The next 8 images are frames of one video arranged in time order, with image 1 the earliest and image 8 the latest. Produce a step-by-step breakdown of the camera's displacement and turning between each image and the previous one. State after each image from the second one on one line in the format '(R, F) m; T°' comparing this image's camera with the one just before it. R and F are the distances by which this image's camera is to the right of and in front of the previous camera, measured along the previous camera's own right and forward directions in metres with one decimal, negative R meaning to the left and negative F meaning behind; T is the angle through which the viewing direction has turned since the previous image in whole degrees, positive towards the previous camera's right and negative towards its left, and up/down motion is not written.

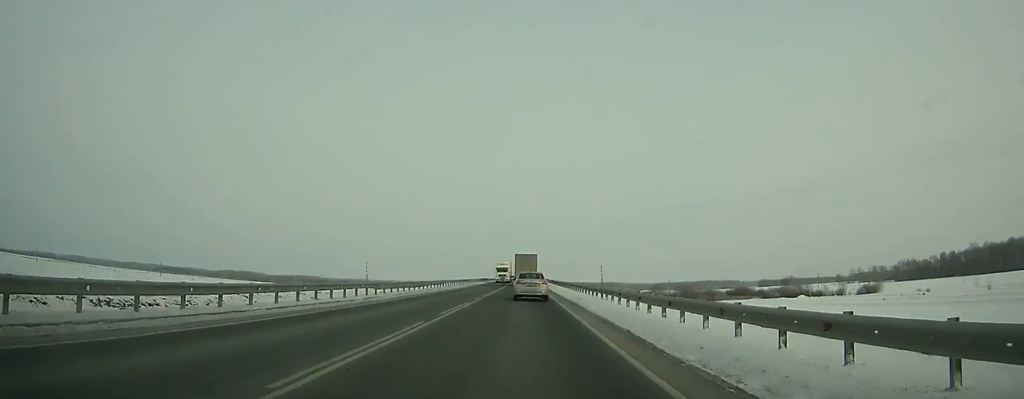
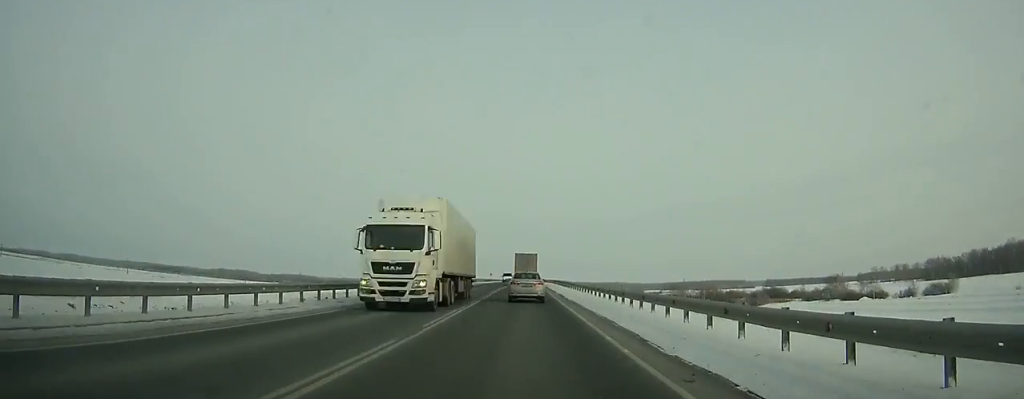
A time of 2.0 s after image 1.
(0.0, +40.2) m; 0°
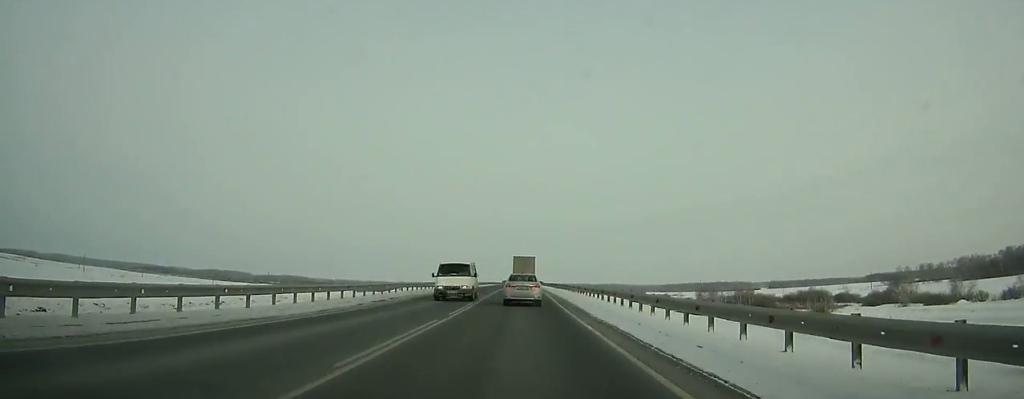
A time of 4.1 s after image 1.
(+0.3, +41.8) m; 0°
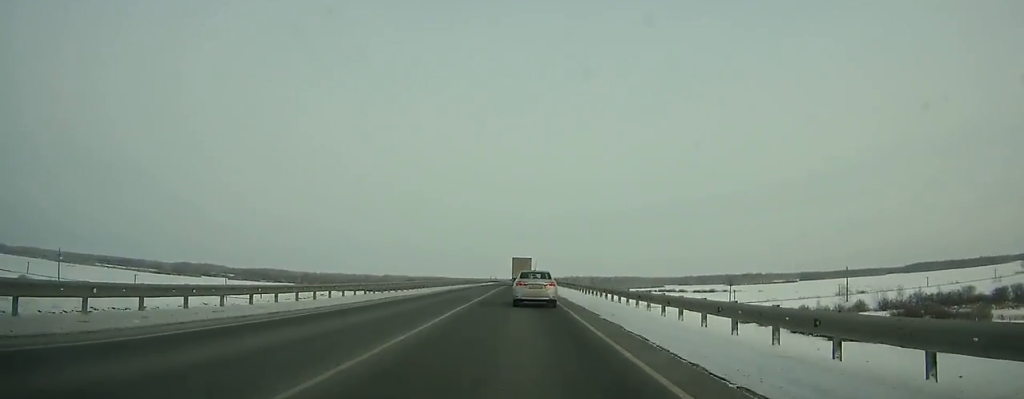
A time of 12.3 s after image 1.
(-1.8, +162.2) m; -1°
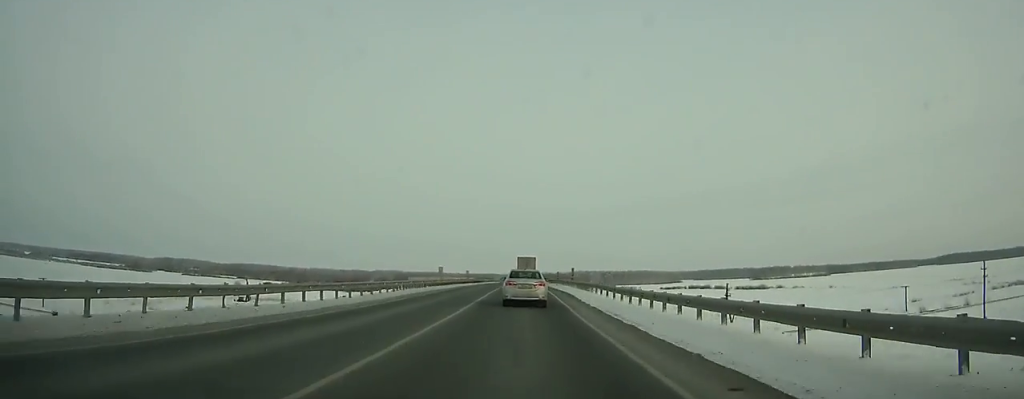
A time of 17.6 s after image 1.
(-0.2, +105.3) m; 0°
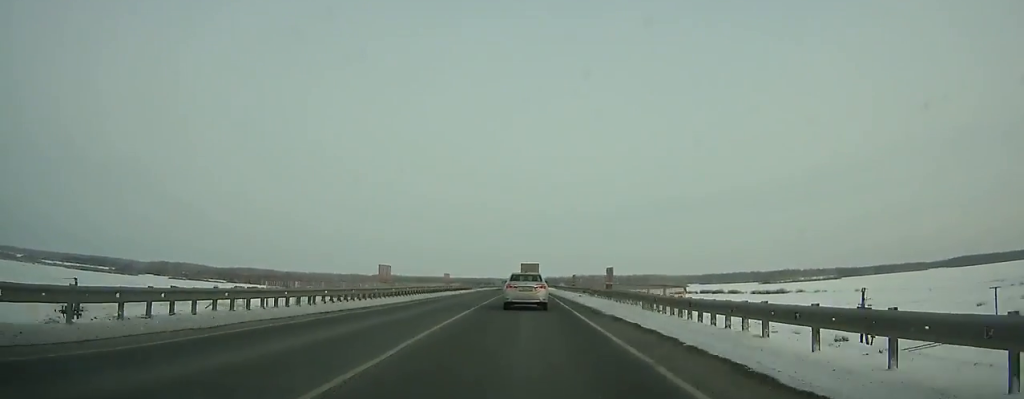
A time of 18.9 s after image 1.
(-0.1, +25.9) m; 0°
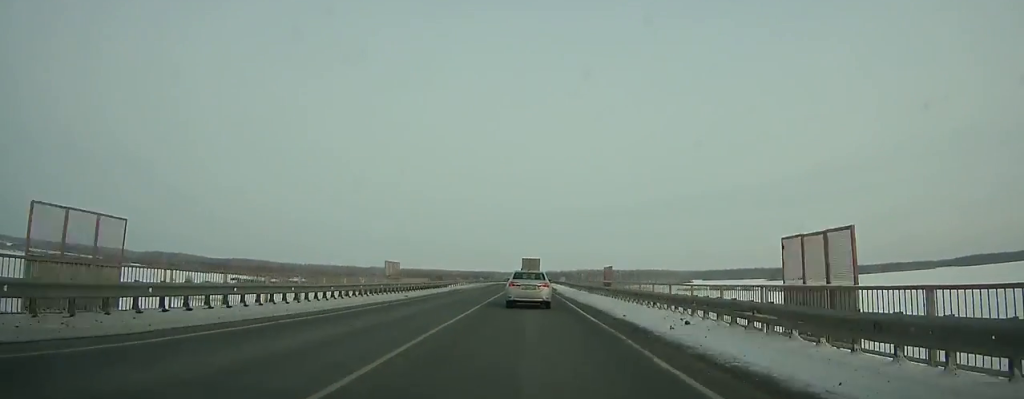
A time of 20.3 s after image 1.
(+0.1, +27.8) m; 0°
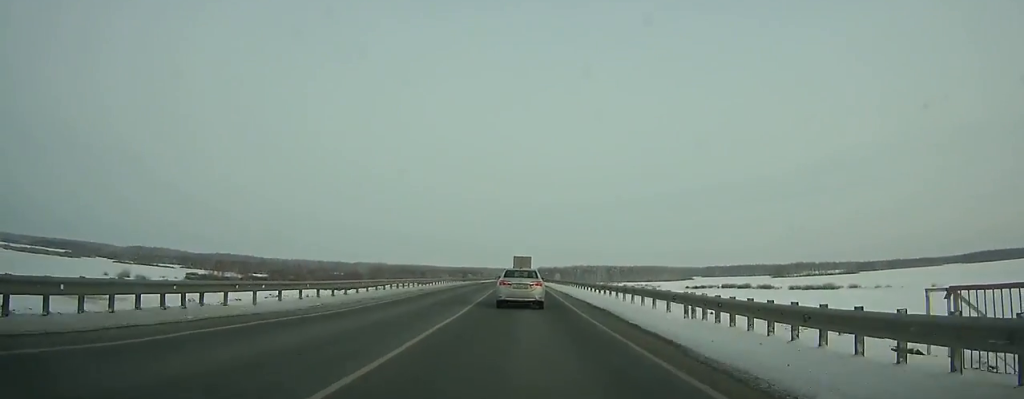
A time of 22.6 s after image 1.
(+0.3, +45.4) m; 0°
